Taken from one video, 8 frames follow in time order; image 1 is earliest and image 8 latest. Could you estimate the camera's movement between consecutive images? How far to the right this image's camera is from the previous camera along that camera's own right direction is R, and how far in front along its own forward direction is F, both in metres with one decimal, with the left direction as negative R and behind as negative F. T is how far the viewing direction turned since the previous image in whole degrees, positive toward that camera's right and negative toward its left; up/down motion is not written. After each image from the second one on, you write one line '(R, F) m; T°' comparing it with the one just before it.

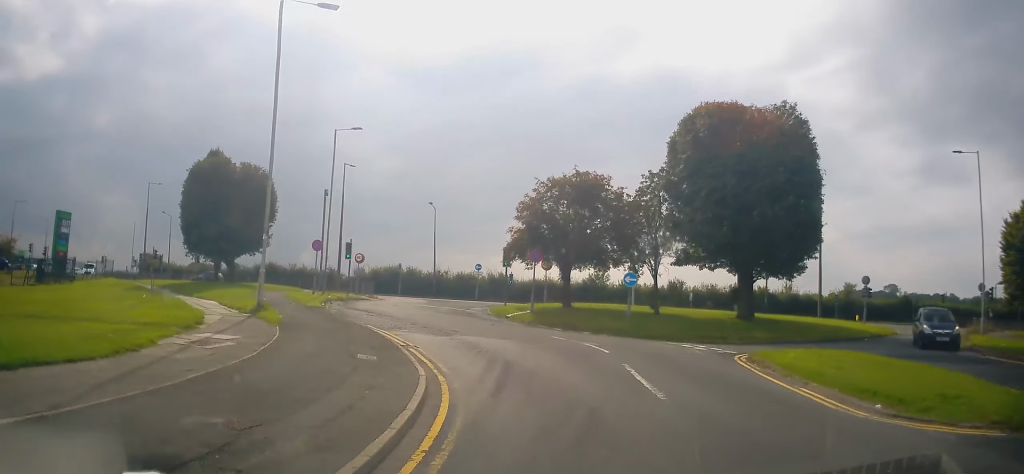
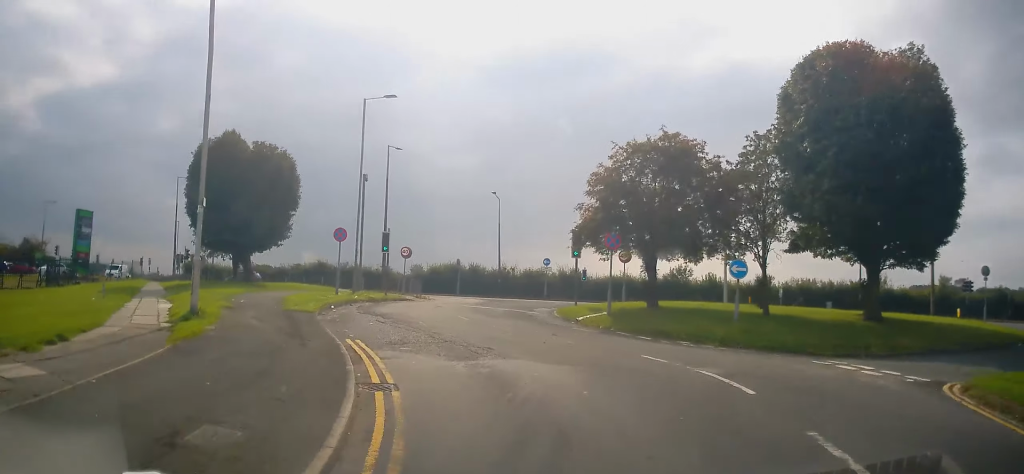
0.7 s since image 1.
(-0.2, +6.7) m; -5°
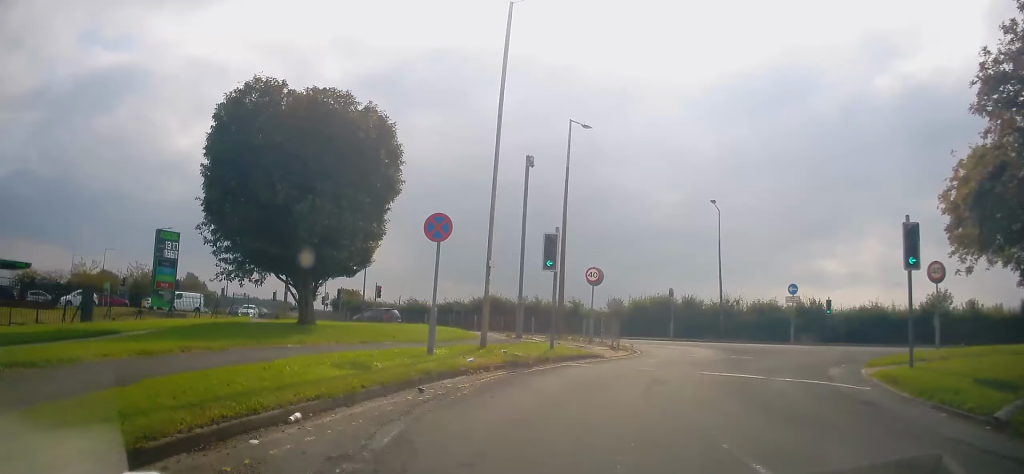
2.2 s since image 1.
(-1.9, +14.8) m; -12°
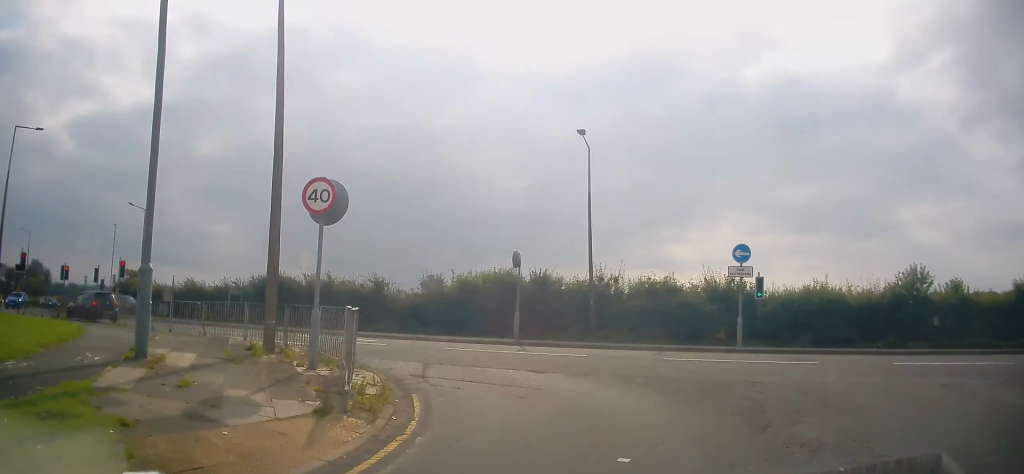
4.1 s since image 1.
(+0.4, +16.1) m; +5°
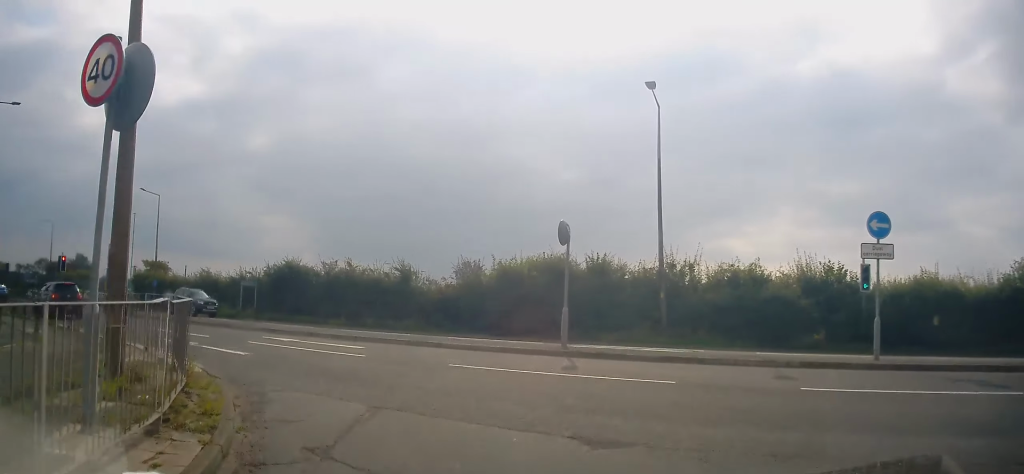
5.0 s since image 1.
(+0.1, +6.4) m; -5°
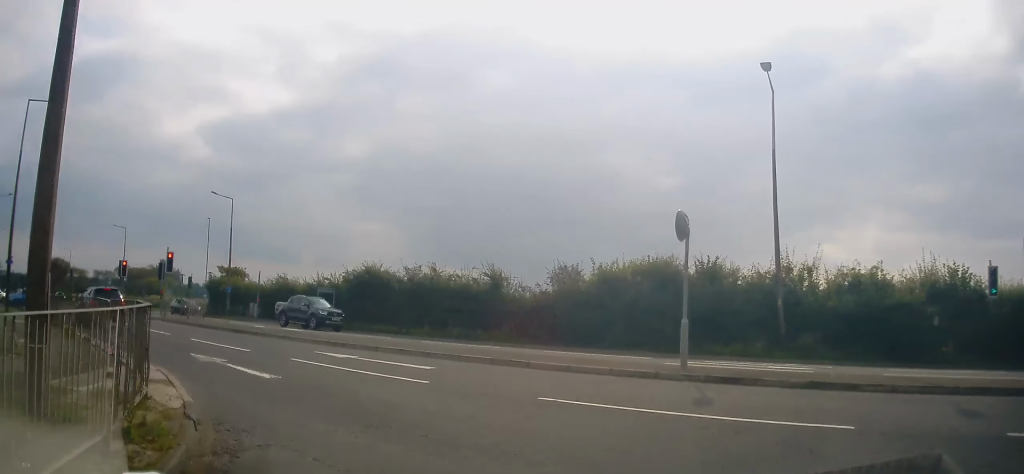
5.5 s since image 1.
(+0.3, +3.2) m; -6°
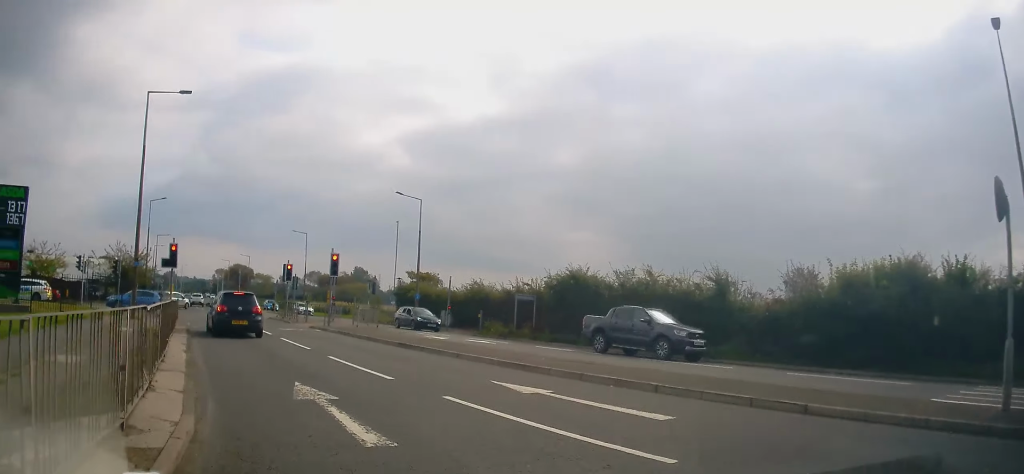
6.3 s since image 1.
(-1.1, +4.6) m; -18°
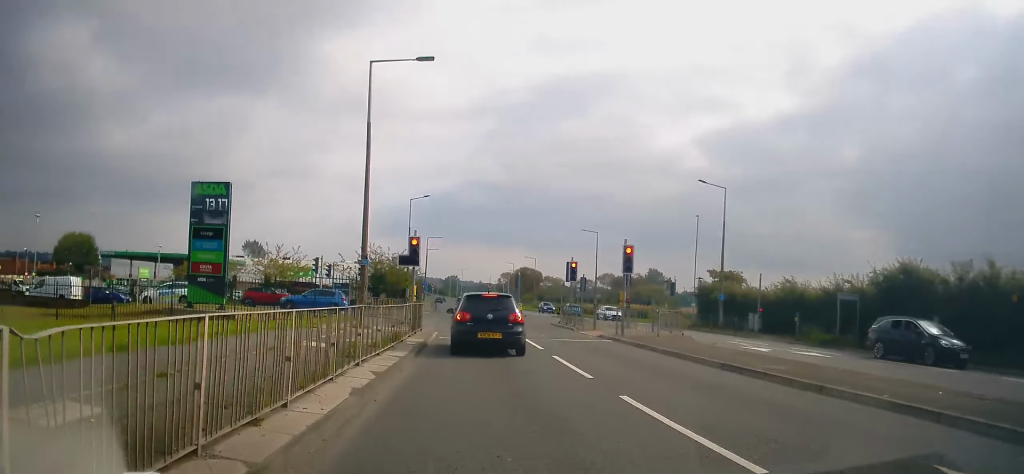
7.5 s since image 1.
(-1.2, +5.9) m; -21°
